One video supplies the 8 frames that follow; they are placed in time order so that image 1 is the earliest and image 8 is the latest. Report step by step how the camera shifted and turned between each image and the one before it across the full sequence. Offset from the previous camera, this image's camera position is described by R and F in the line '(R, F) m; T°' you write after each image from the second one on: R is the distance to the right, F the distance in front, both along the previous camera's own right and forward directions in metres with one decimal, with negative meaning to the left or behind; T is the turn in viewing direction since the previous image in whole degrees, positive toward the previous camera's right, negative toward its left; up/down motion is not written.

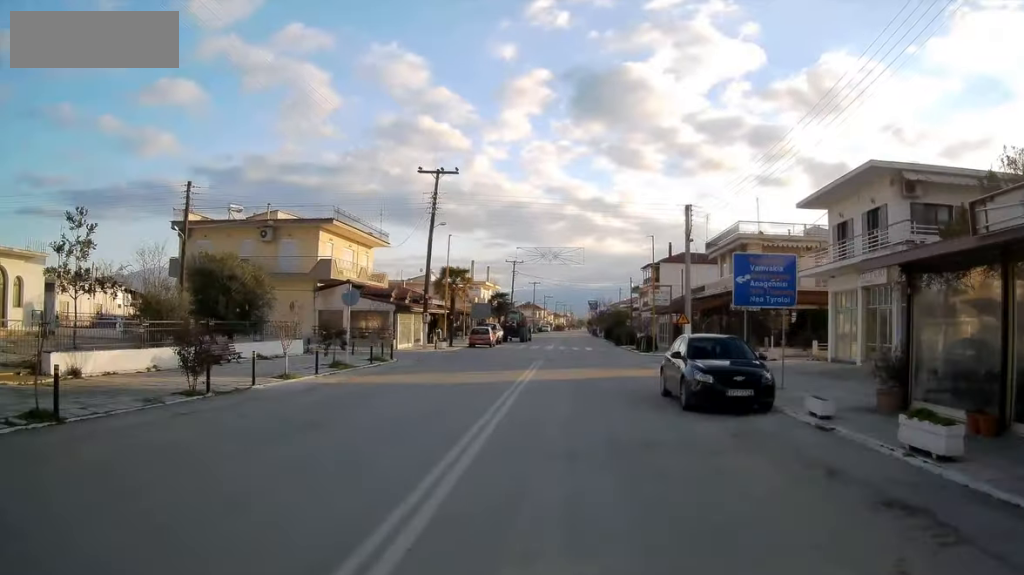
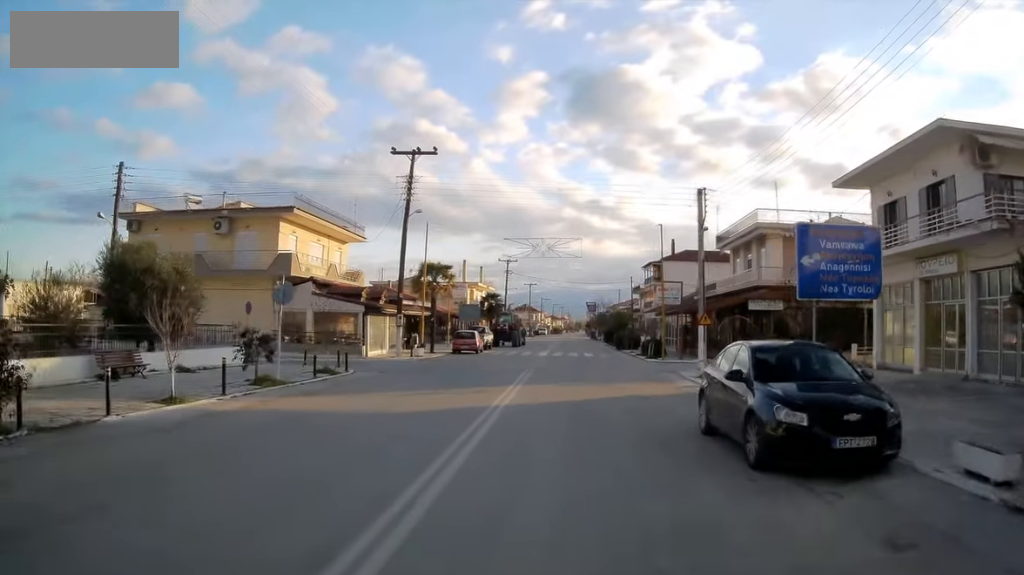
(+0.2, +5.8) m; +1°
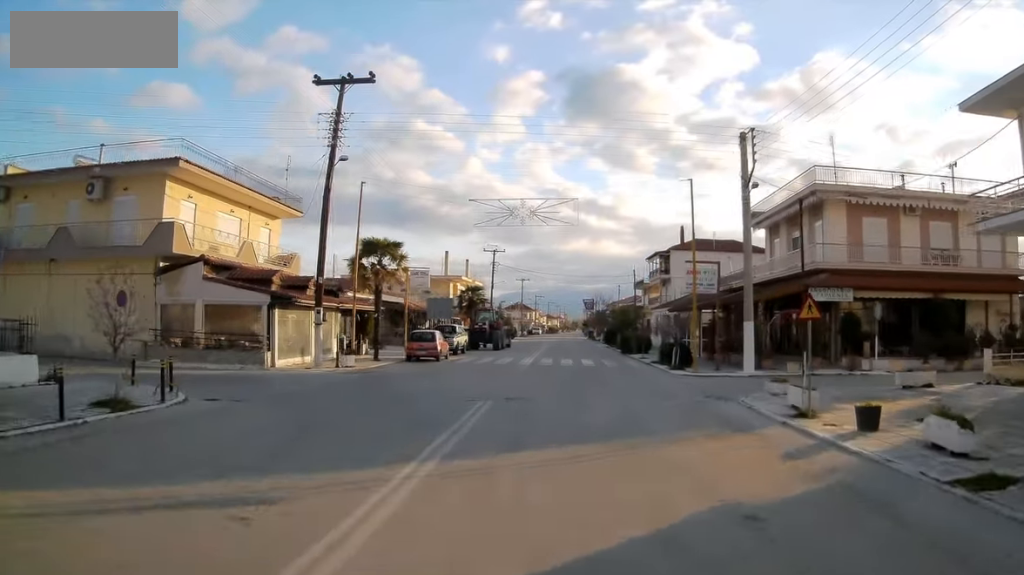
(-0.3, +12.1) m; -2°
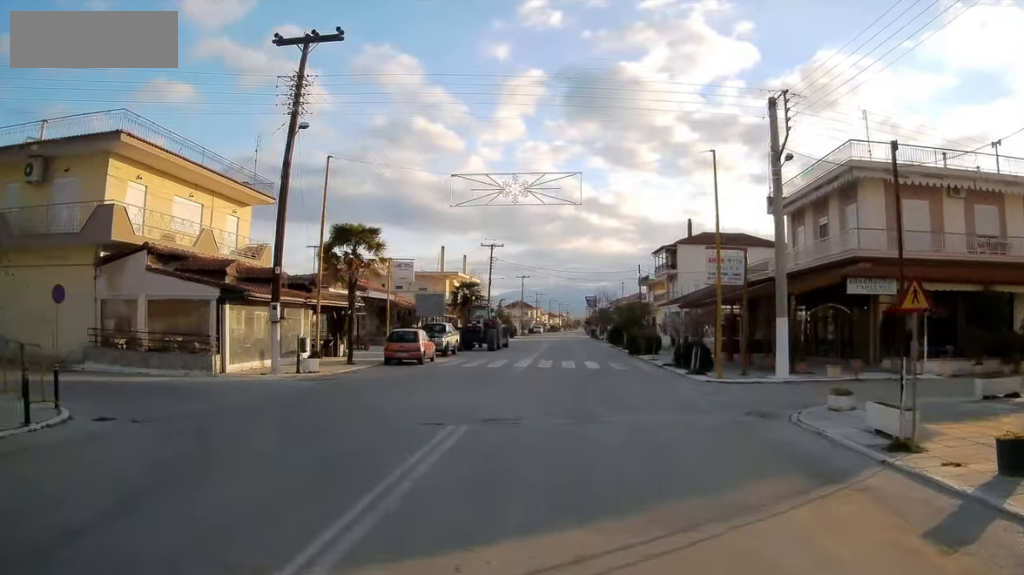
(0.0, +4.9) m; -1°
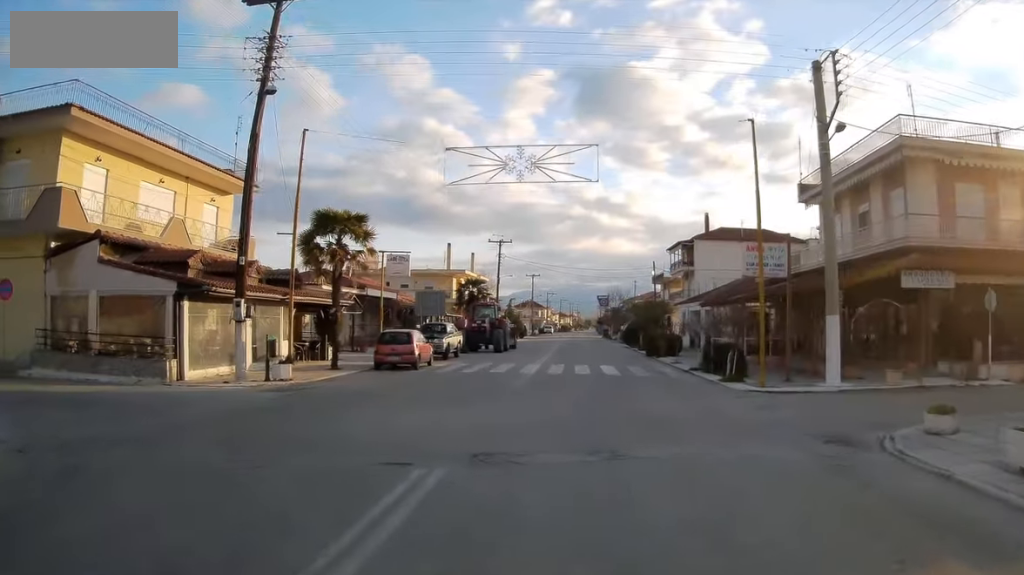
(-0.2, +4.2) m; 0°
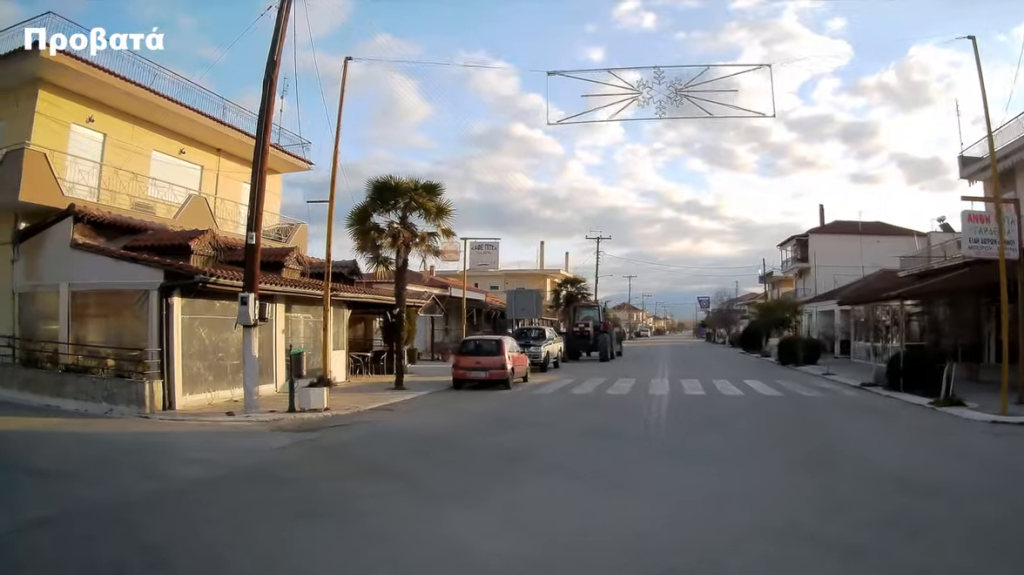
(+0.1, +8.3) m; -2°
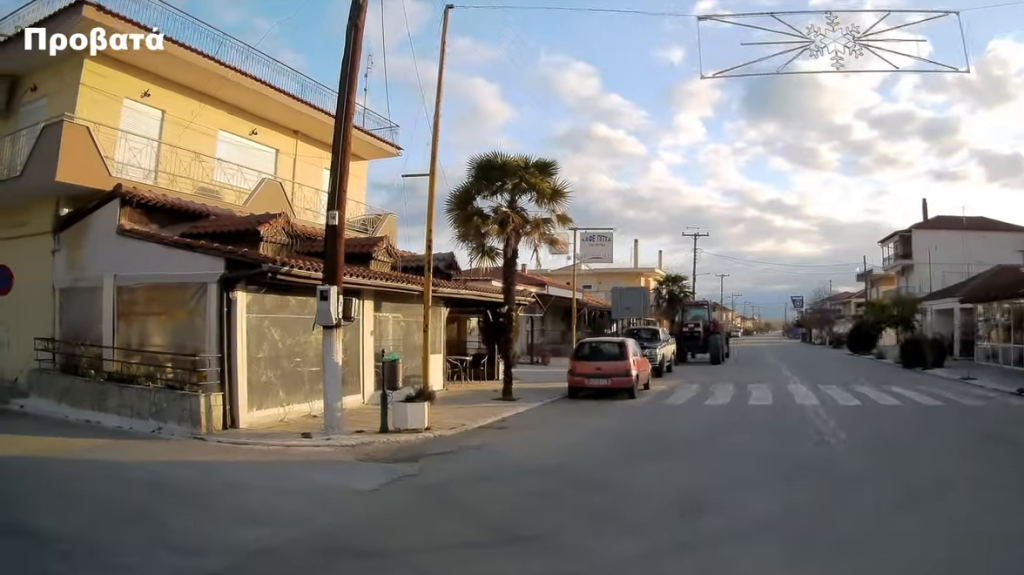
(-0.2, +3.1) m; -6°
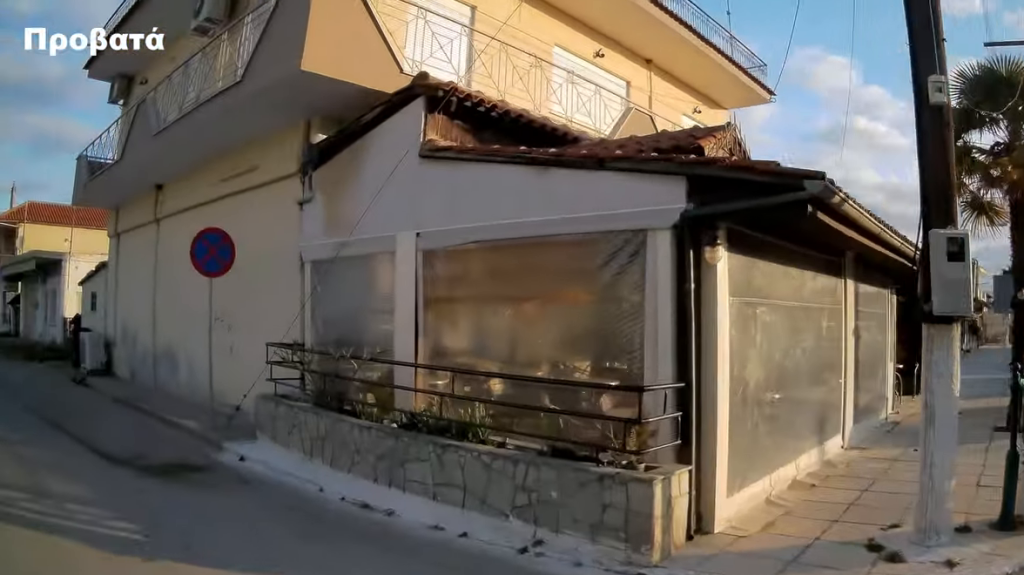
(-1.0, +6.2) m; -25°
